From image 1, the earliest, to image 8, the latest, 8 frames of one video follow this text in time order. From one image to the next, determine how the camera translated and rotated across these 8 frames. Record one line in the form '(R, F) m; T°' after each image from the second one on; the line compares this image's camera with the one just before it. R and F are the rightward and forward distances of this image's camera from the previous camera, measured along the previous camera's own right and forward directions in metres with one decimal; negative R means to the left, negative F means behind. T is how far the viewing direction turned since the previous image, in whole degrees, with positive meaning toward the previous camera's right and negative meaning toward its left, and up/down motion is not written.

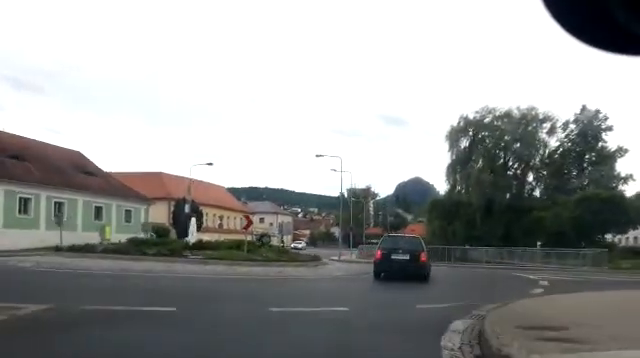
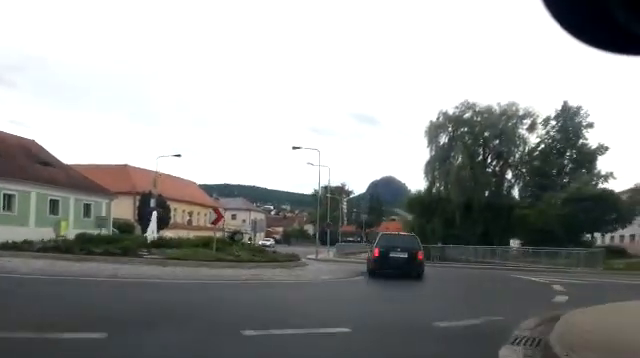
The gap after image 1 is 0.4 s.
(-0.1, +2.1) m; +7°
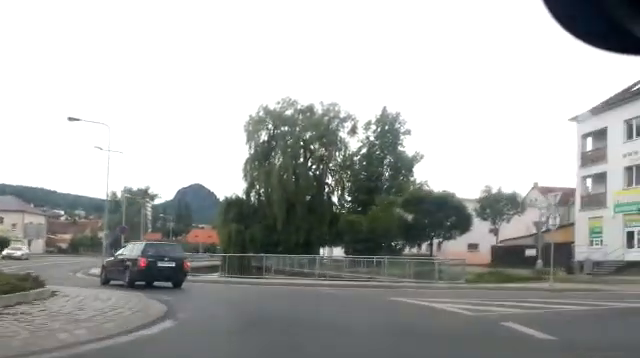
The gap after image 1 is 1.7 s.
(+1.5, +6.2) m; +20°
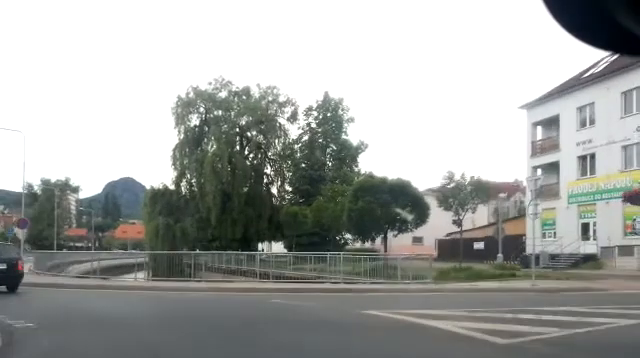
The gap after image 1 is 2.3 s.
(-0.1, +3.0) m; 0°
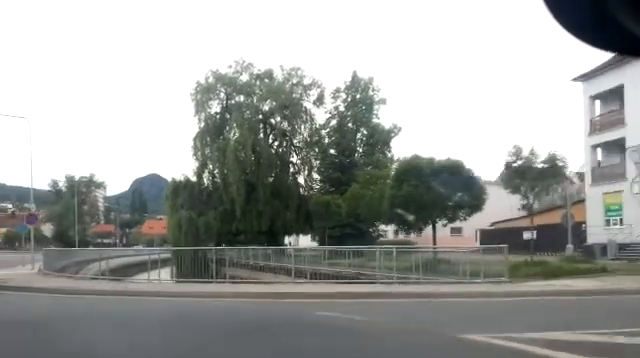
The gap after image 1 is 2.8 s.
(-0.1, +2.5) m; -1°
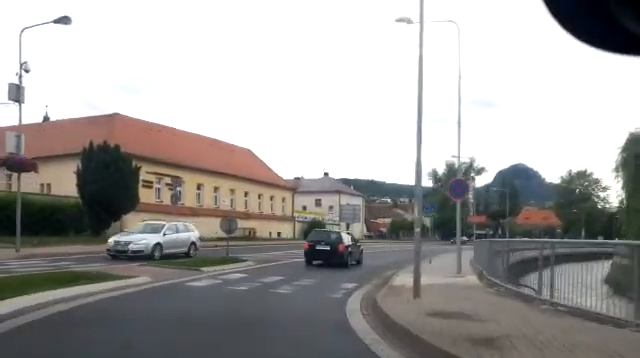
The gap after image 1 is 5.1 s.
(-1.3, +12.5) m; -21°
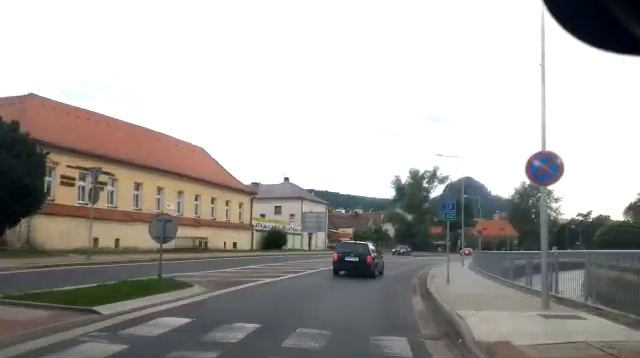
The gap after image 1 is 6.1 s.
(-0.9, +6.6) m; -7°
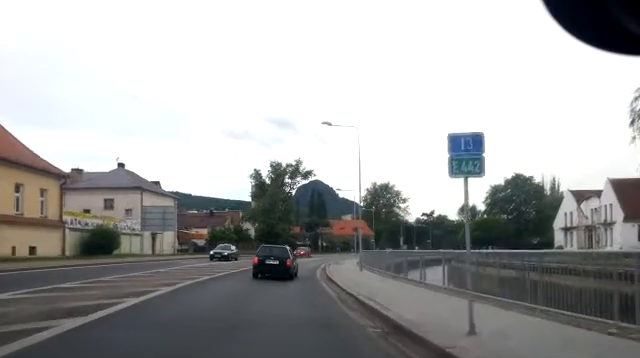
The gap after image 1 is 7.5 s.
(+0.8, +11.2) m; +10°
